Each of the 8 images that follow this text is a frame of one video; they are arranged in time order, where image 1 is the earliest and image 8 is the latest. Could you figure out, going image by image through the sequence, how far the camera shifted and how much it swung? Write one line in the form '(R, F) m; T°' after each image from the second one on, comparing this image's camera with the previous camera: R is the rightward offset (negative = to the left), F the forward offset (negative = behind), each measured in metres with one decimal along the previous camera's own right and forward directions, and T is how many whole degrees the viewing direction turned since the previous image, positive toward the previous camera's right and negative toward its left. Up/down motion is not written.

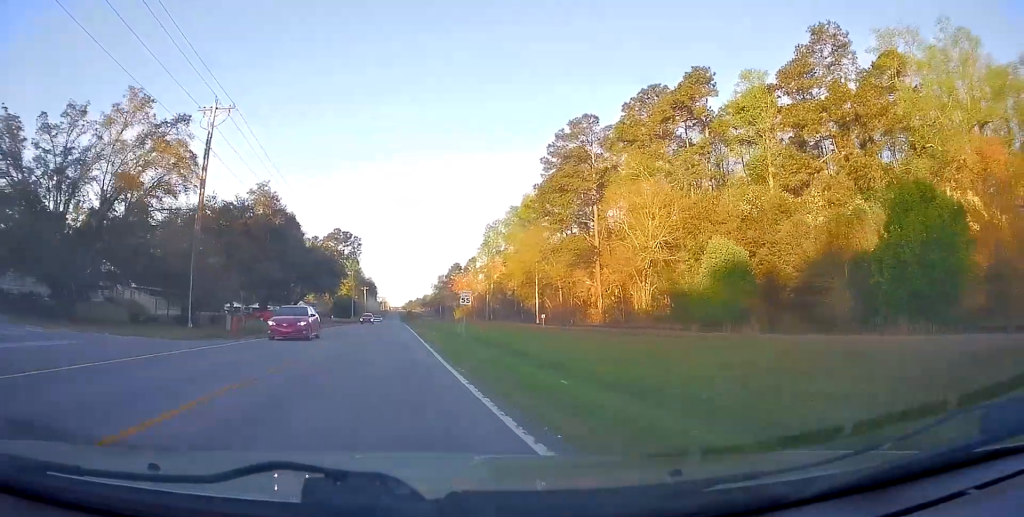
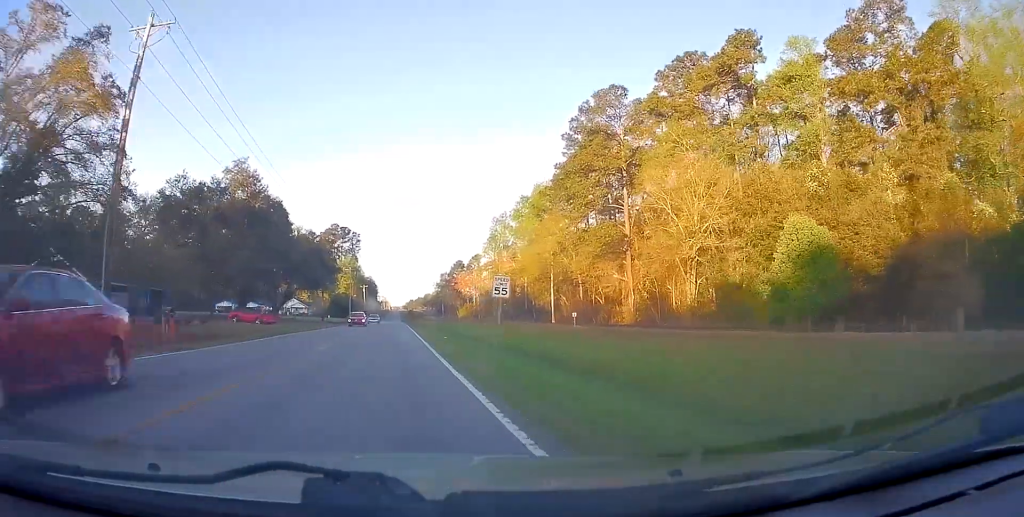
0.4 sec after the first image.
(0.0, +10.1) m; 0°
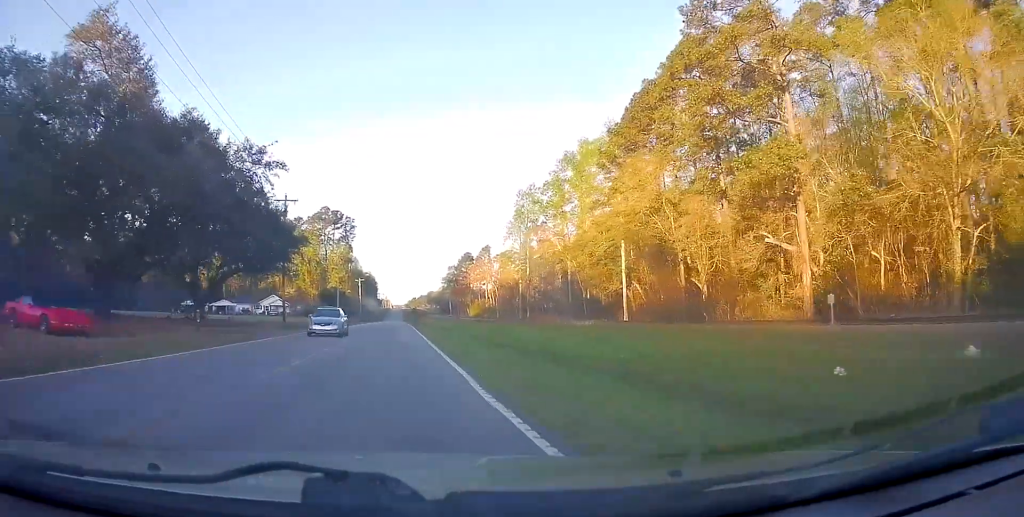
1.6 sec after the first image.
(+0.2, +30.8) m; 0°
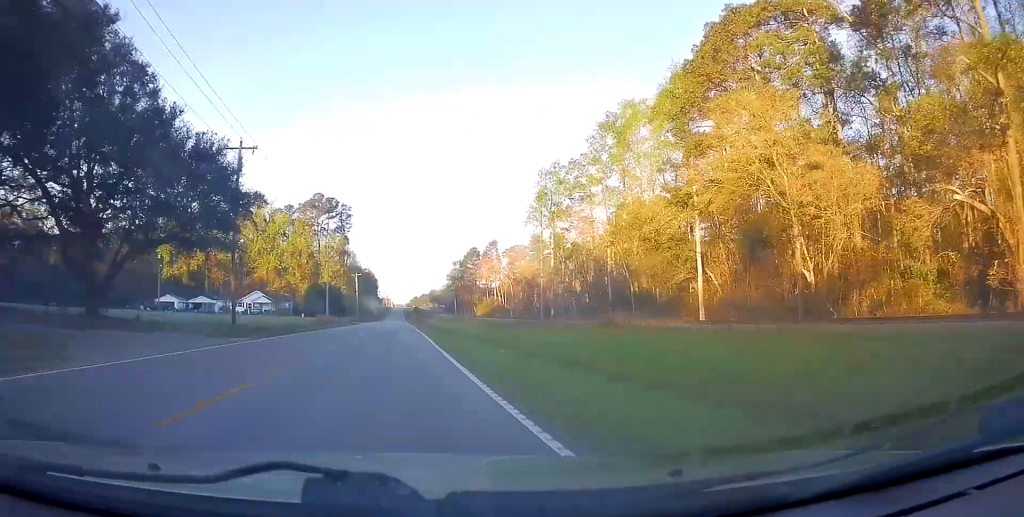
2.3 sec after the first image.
(+0.1, +17.8) m; -1°
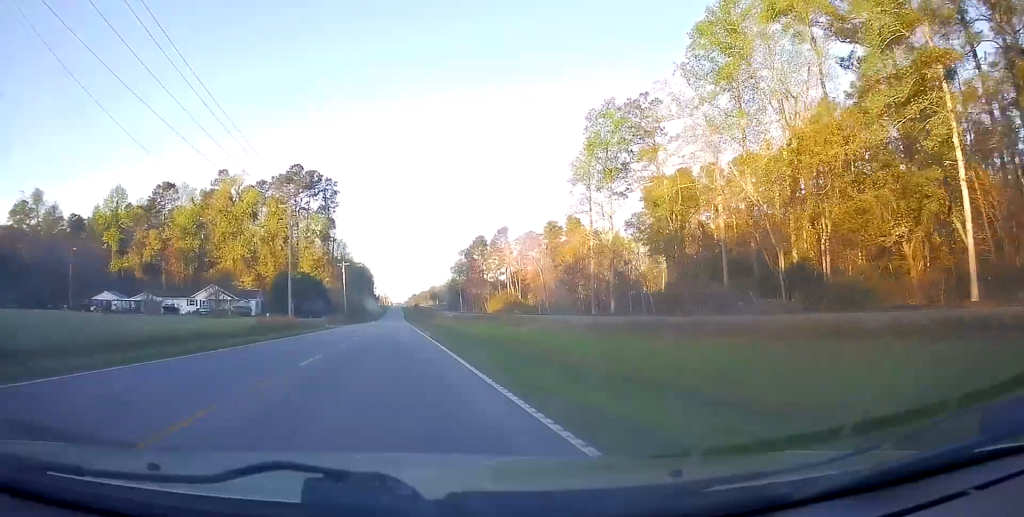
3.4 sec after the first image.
(-0.3, +29.3) m; 0°
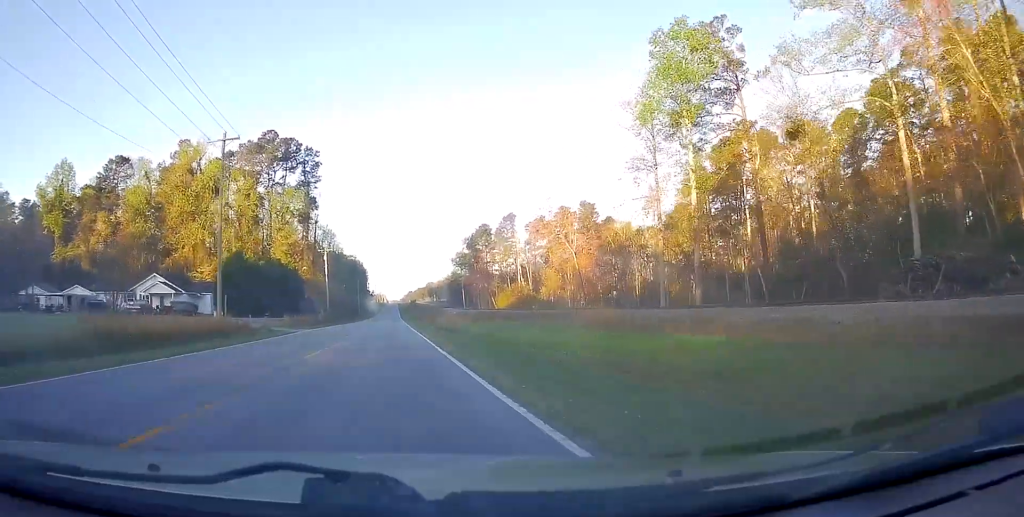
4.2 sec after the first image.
(+0.6, +22.2) m; -1°
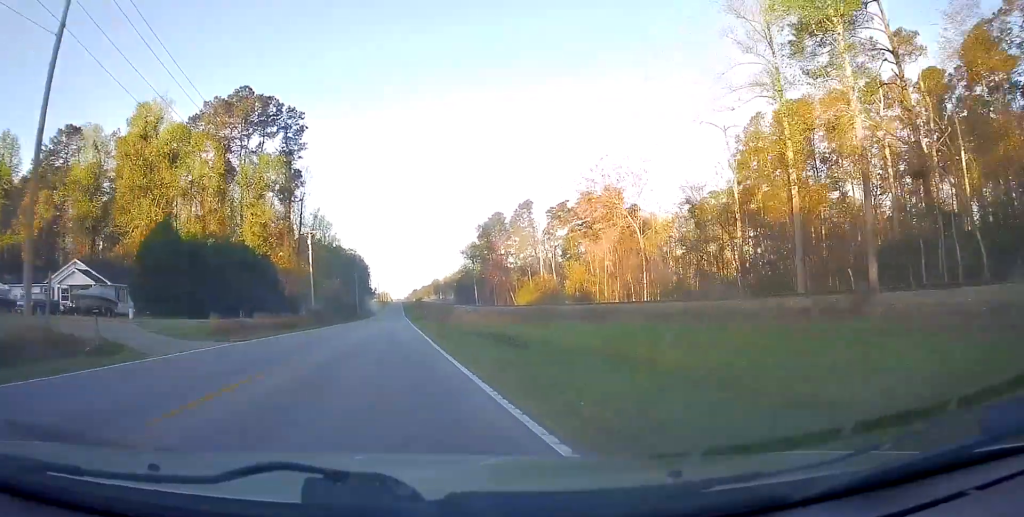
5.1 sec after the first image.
(-0.7, +21.0) m; -1°
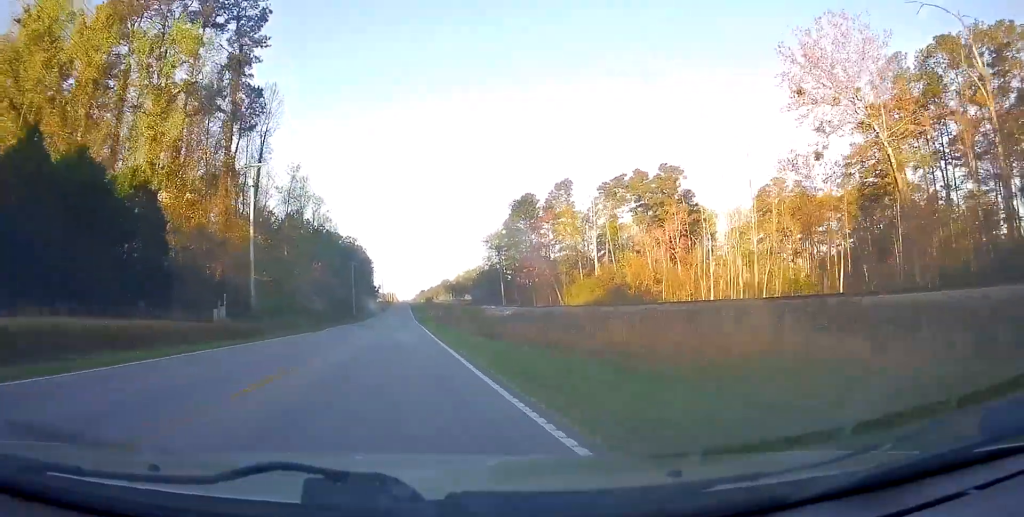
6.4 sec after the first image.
(+0.4, +34.8) m; +1°
